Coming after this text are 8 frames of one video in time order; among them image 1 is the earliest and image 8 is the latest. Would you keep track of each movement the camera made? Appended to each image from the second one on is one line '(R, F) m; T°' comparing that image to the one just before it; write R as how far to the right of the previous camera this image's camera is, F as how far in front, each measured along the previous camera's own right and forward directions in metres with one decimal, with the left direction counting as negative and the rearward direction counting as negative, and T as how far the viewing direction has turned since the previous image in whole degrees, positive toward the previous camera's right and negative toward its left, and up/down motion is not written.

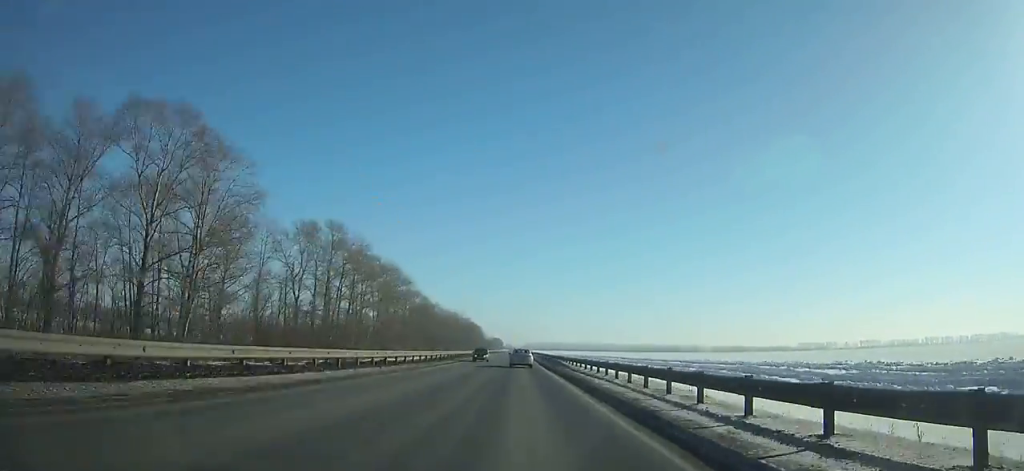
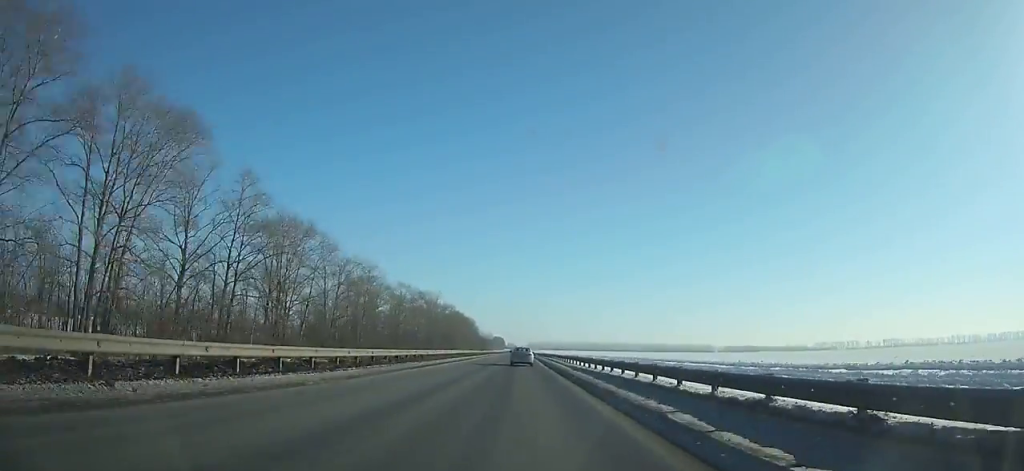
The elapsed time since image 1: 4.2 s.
(+0.1, +105.0) m; 0°
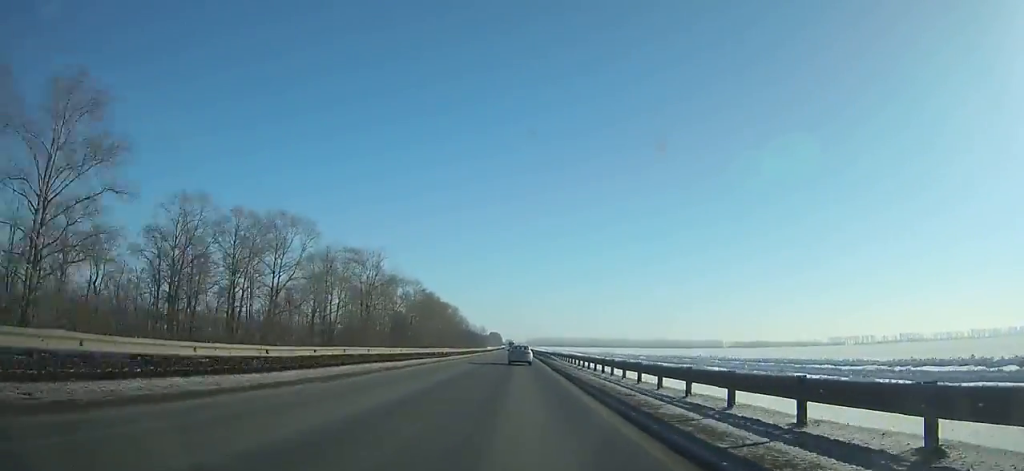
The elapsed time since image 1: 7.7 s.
(0.0, +87.1) m; 0°
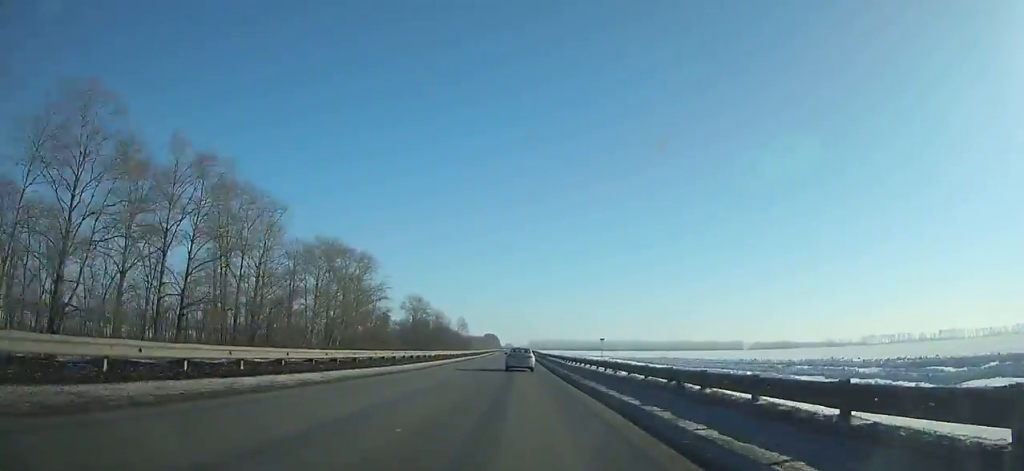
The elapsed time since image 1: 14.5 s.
(+0.1, +163.9) m; 0°
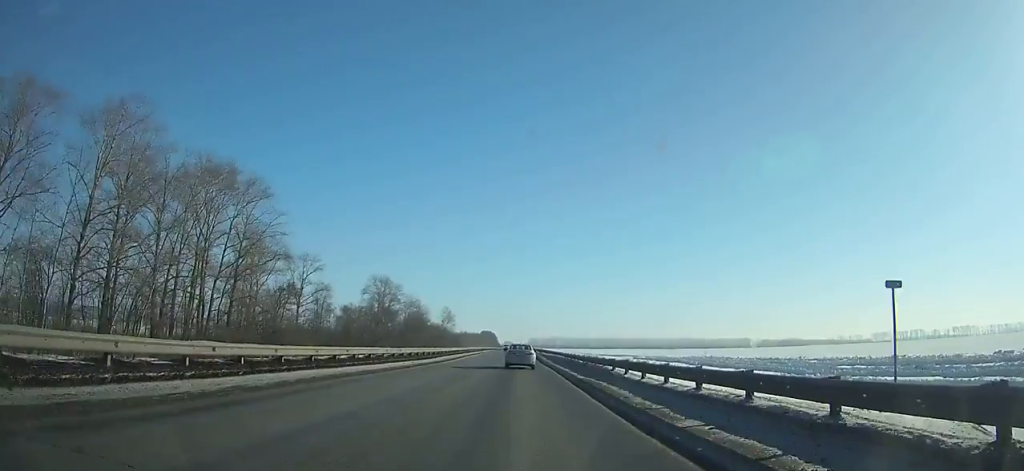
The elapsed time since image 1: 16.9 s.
(-0.1, +56.4) m; 0°
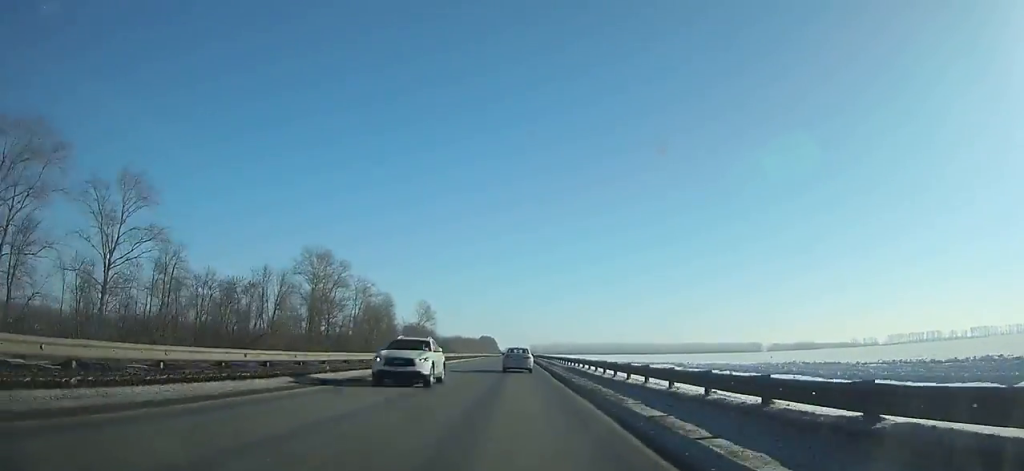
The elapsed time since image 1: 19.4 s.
(0.0, +58.2) m; 0°
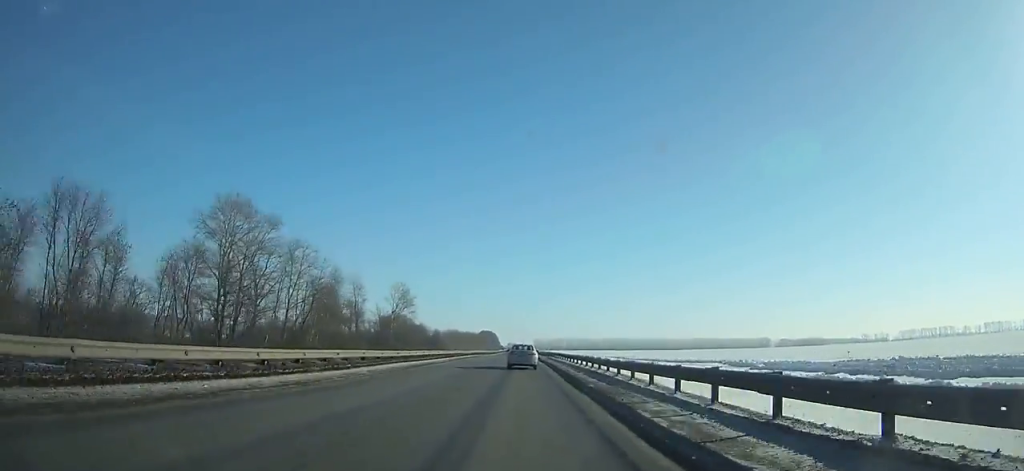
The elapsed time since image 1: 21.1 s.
(-0.1, +39.6) m; 0°
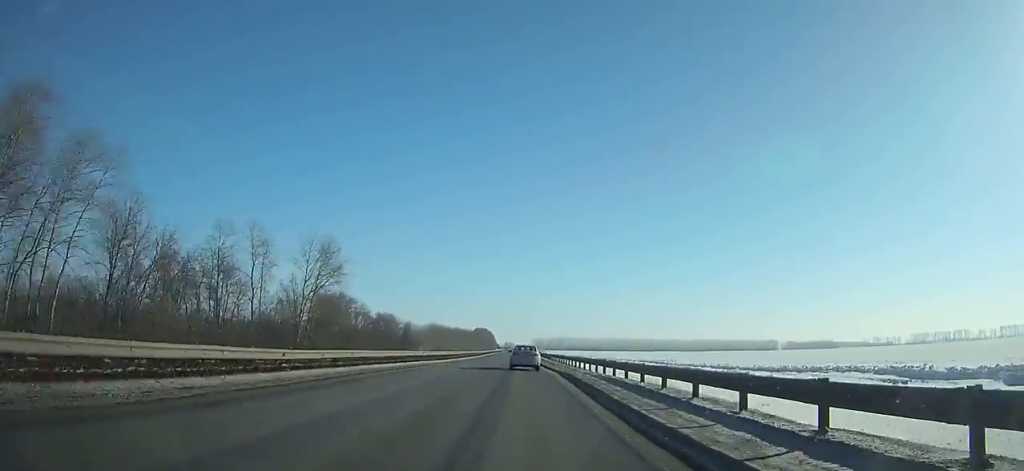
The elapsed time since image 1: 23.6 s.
(-0.1, +58.3) m; 0°
